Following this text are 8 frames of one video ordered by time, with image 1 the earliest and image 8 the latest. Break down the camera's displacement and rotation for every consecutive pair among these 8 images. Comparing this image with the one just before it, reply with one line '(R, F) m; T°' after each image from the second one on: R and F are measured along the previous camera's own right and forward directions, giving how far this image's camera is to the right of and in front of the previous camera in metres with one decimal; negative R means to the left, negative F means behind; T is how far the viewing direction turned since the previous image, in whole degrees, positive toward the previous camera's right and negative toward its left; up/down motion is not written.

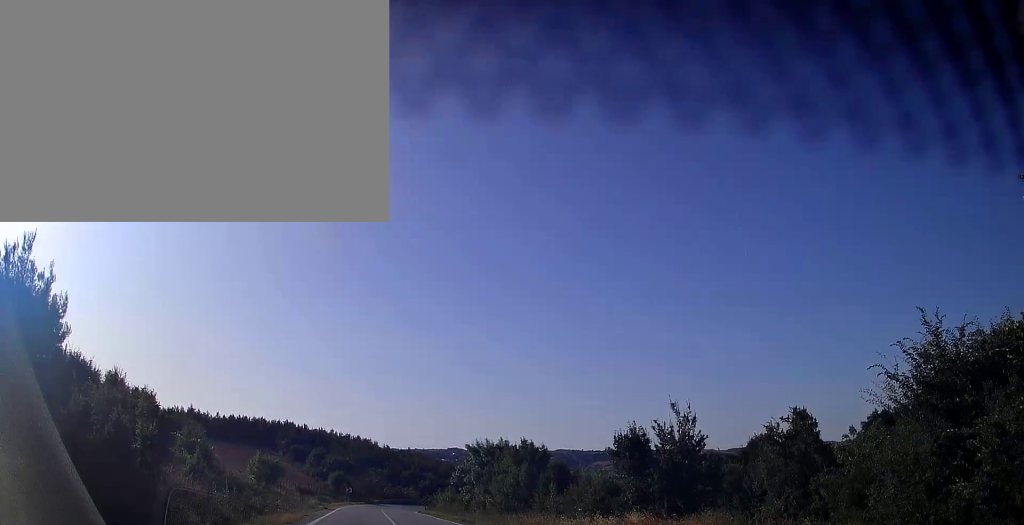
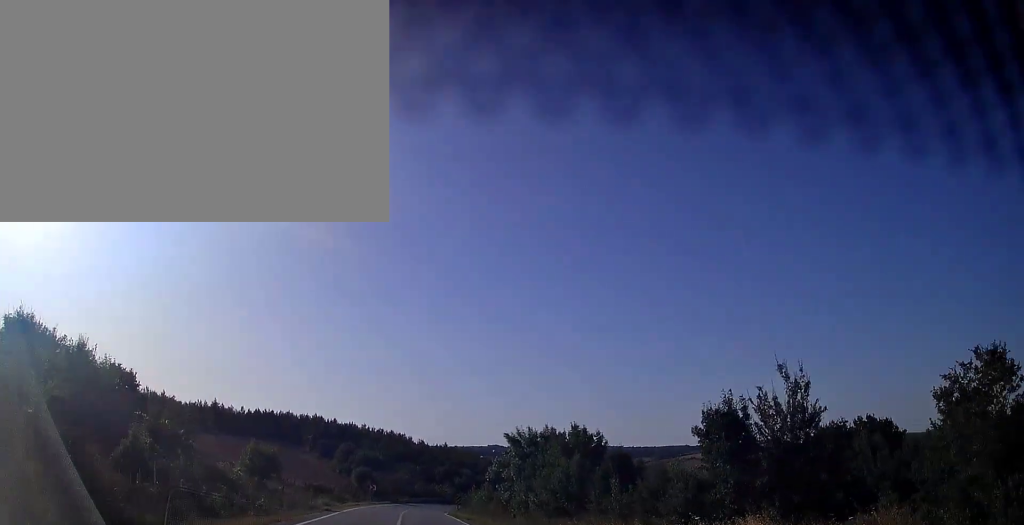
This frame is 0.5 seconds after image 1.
(-0.2, +8.4) m; -3°
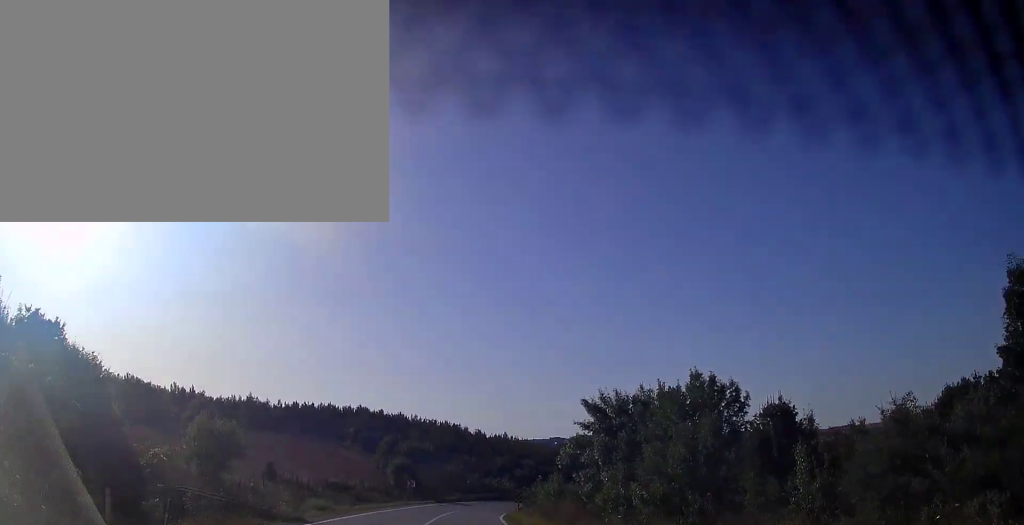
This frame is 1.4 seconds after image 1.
(-0.8, +15.2) m; -6°
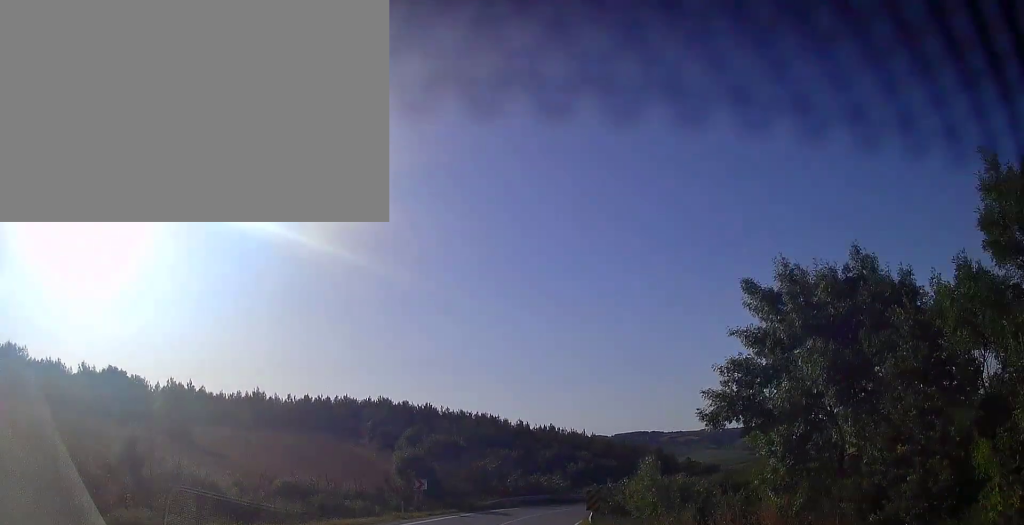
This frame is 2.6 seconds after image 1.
(-1.2, +19.0) m; -6°
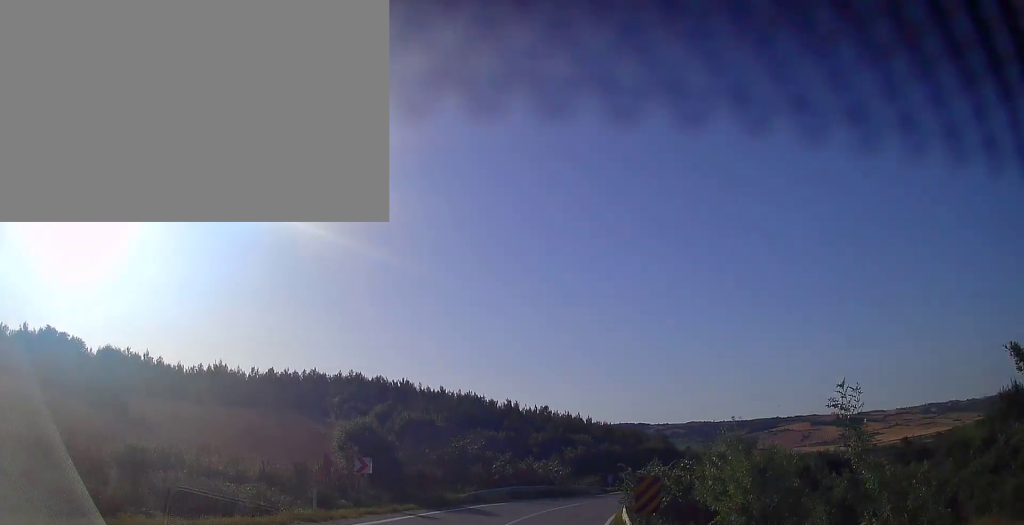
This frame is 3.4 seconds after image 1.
(-0.2, +12.3) m; 0°
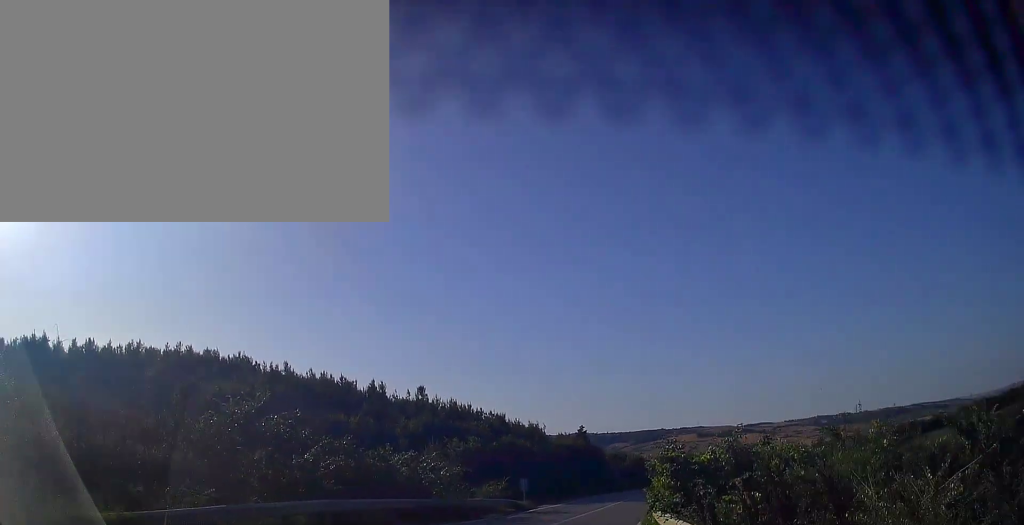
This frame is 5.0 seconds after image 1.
(+1.0, +22.4) m; +7°
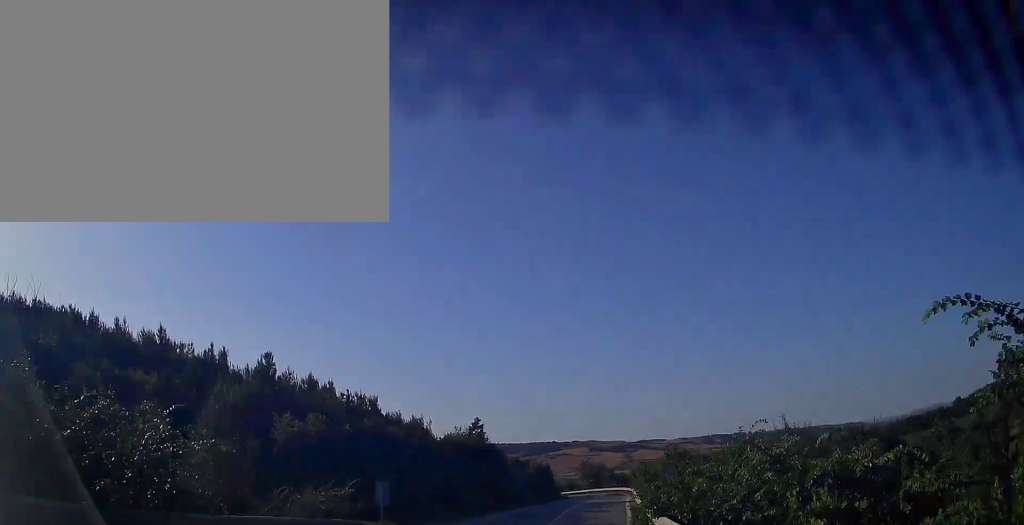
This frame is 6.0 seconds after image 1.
(+0.9, +13.9) m; +8°
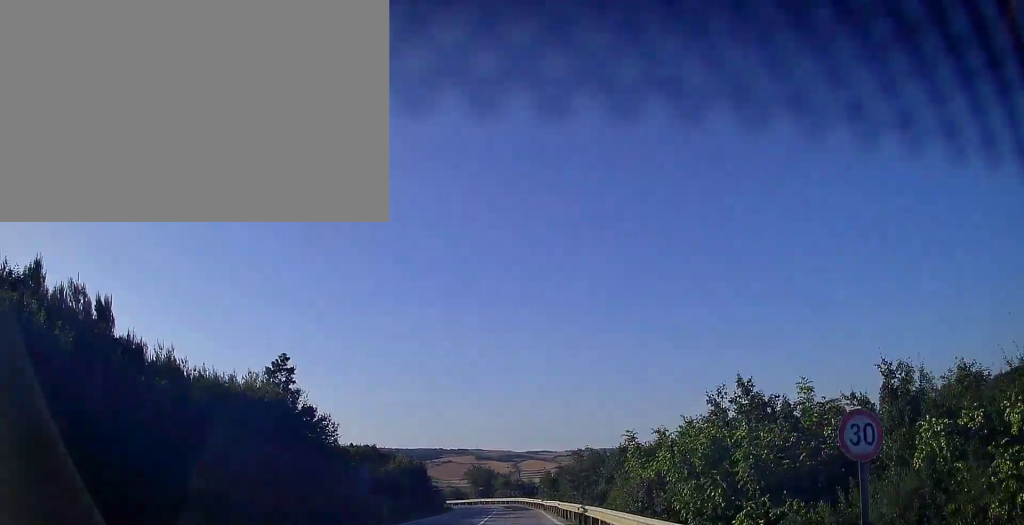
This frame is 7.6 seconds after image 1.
(+2.3, +21.6) m; +12°
